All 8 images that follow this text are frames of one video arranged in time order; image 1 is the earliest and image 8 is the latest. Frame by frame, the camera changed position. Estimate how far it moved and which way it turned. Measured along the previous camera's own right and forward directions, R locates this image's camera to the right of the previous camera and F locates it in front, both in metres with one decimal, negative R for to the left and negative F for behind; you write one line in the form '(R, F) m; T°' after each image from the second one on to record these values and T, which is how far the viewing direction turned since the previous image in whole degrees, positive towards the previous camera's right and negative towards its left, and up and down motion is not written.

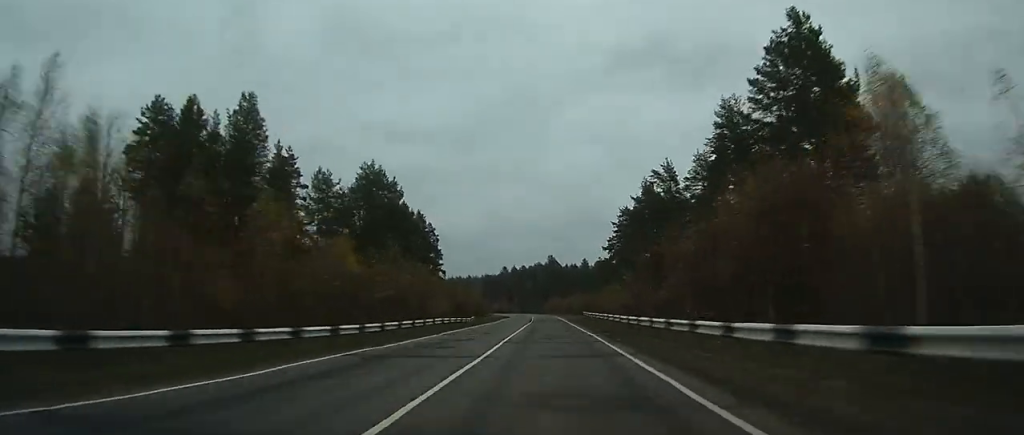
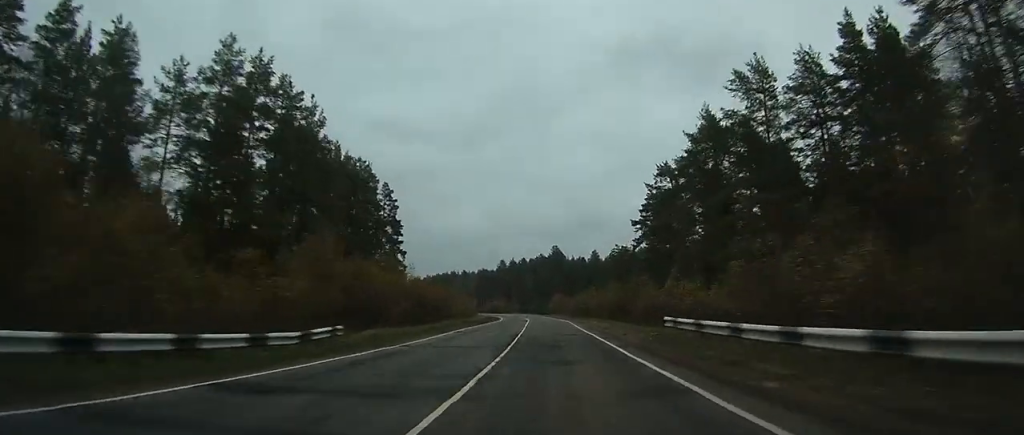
(-0.1, +38.7) m; -1°
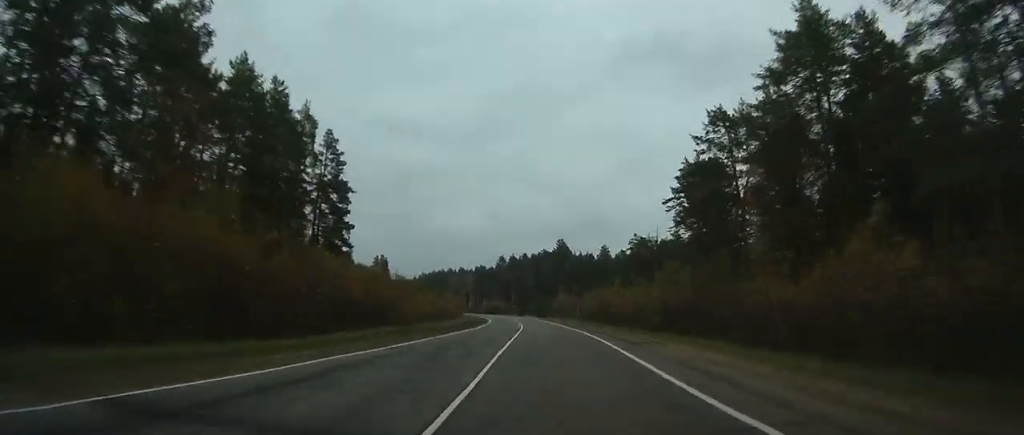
(0.0, +26.1) m; -1°
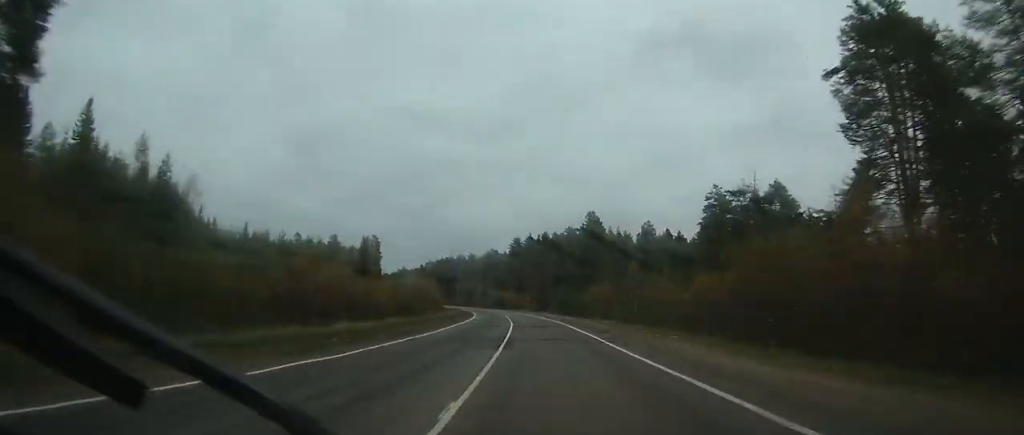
(-0.6, +46.3) m; -2°
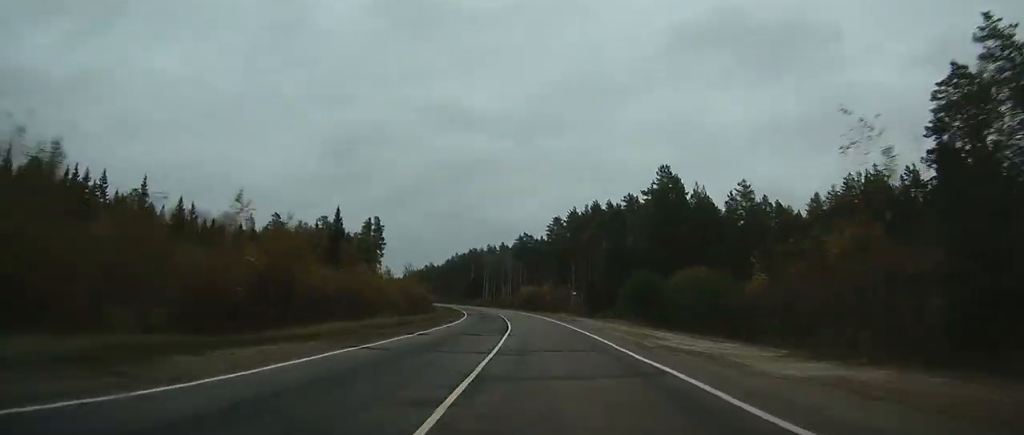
(-0.9, +53.0) m; -3°
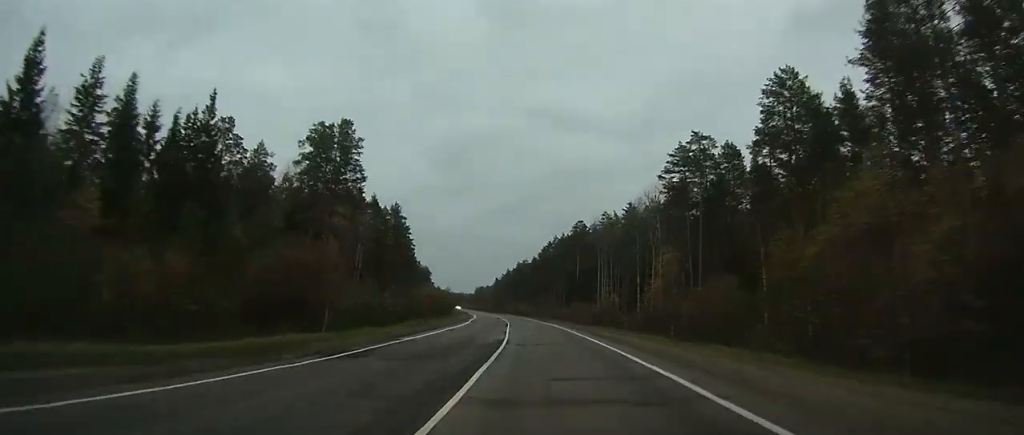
(-10.2, +110.3) m; -11°
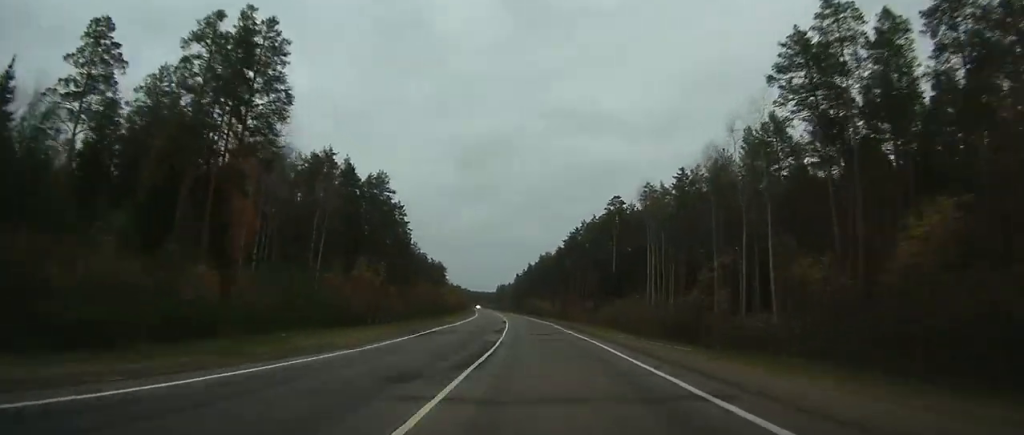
(-1.0, +30.8) m; -3°
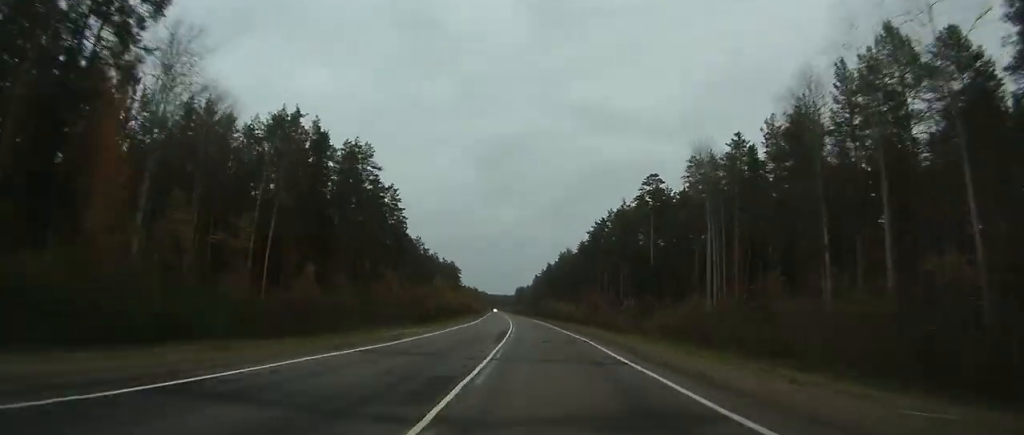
(-0.4, +21.3) m; -2°
